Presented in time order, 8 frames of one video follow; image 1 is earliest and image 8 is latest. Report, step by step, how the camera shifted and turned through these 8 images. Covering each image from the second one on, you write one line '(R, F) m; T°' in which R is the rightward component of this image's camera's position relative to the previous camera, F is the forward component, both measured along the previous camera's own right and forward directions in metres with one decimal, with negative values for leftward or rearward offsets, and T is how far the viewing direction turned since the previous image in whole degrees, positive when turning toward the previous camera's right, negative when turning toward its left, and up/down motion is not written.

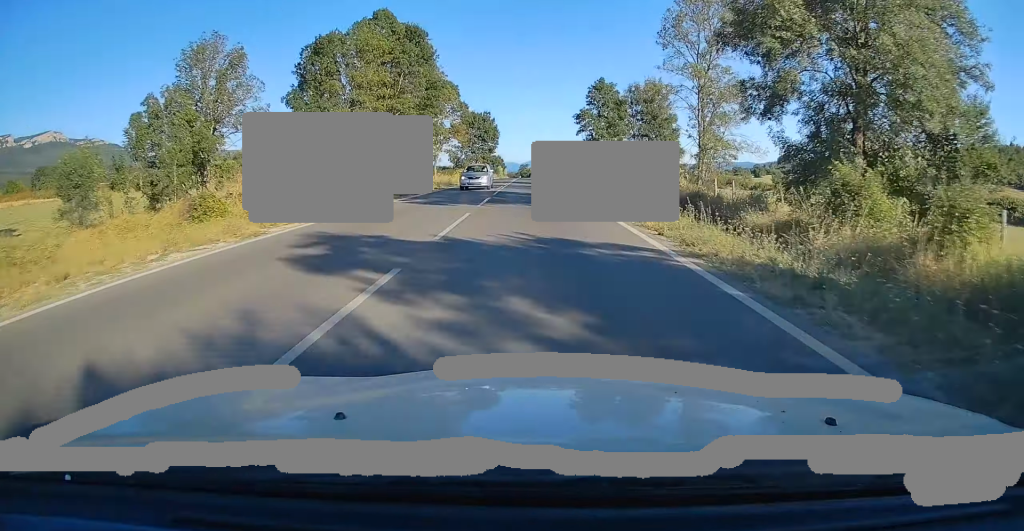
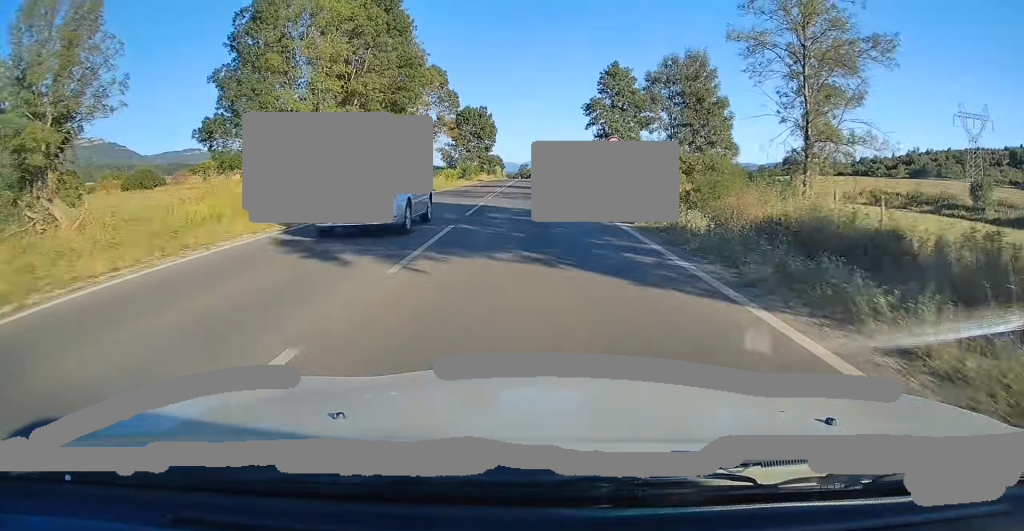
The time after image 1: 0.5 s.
(0.0, +12.3) m; 0°
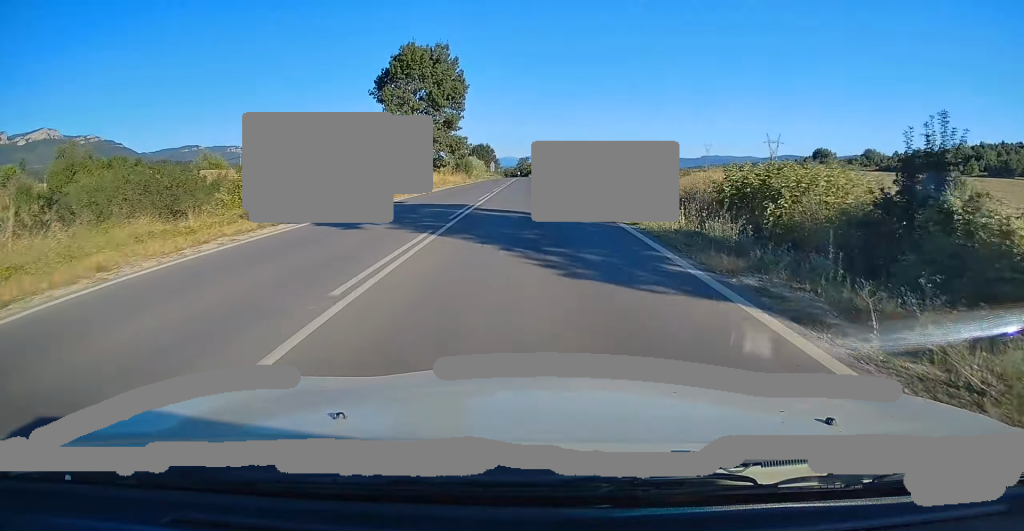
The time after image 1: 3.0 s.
(+0.1, +63.0) m; 0°
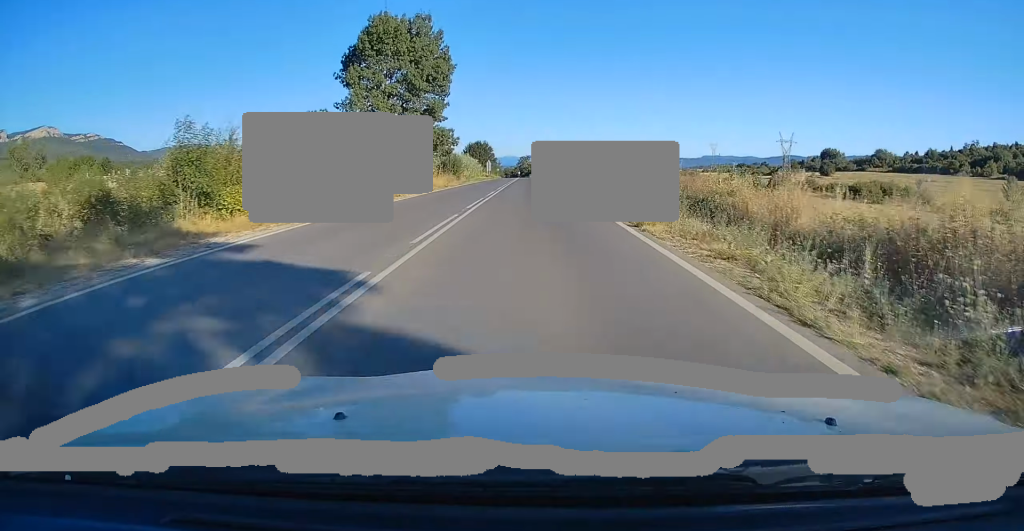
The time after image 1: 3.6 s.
(+0.1, +13.3) m; 0°
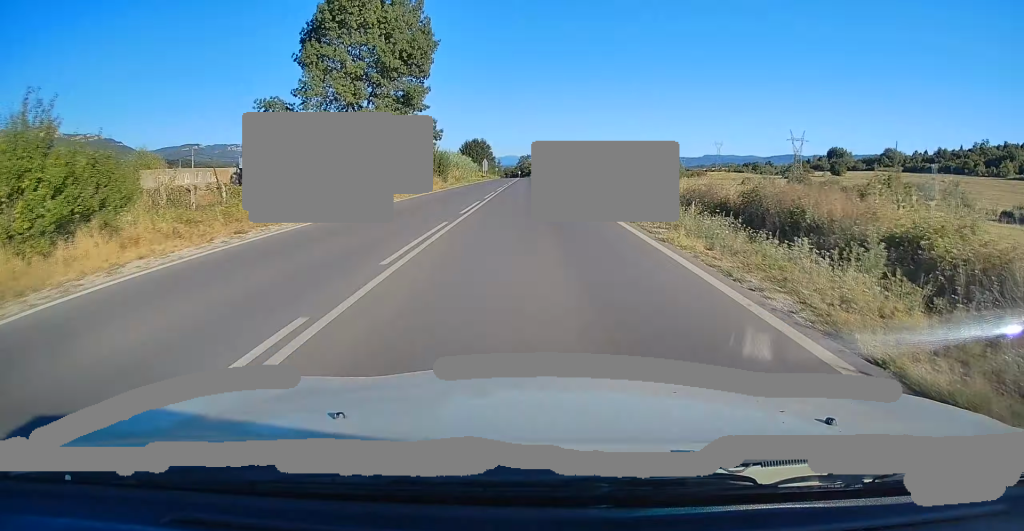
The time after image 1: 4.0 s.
(+0.1, +10.9) m; 0°
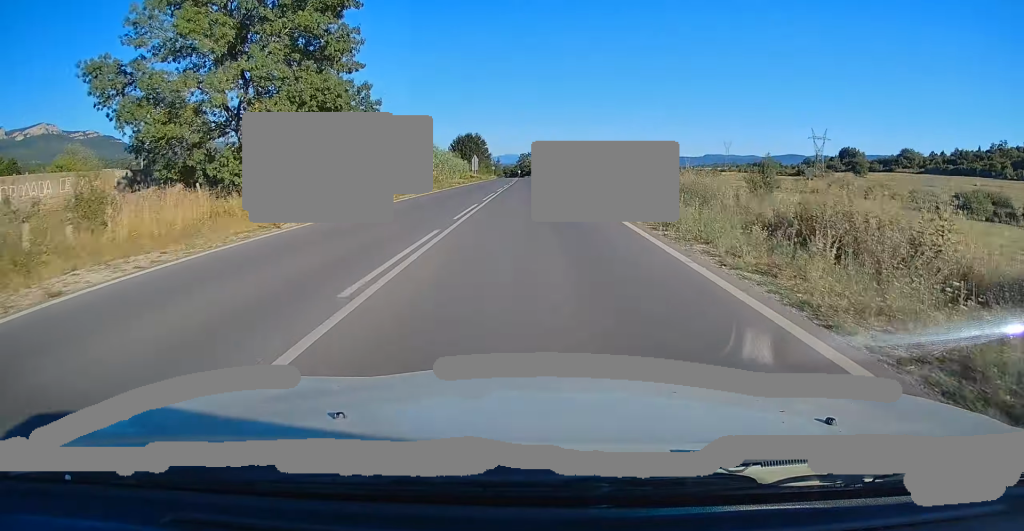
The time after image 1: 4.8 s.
(-0.2, +19.3) m; 0°
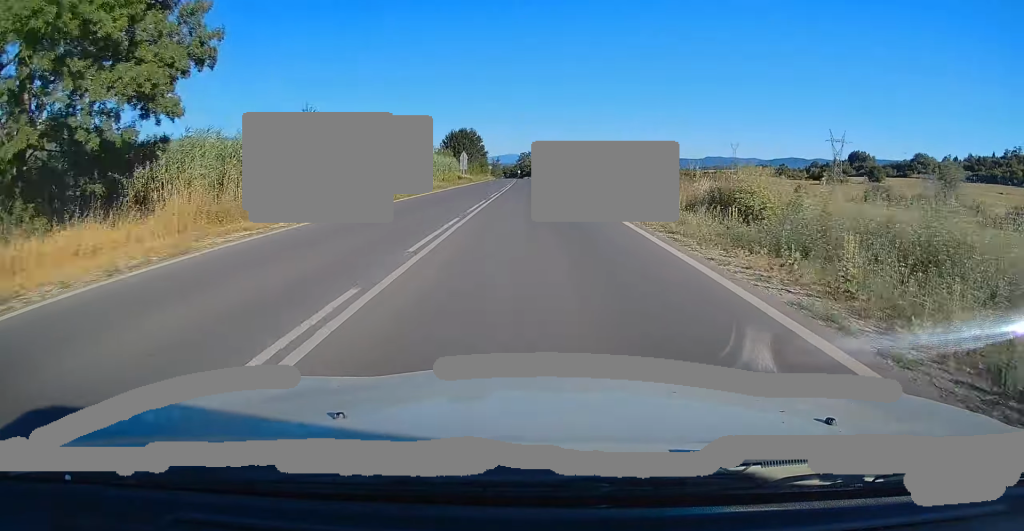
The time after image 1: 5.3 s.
(-0.1, +14.3) m; 0°
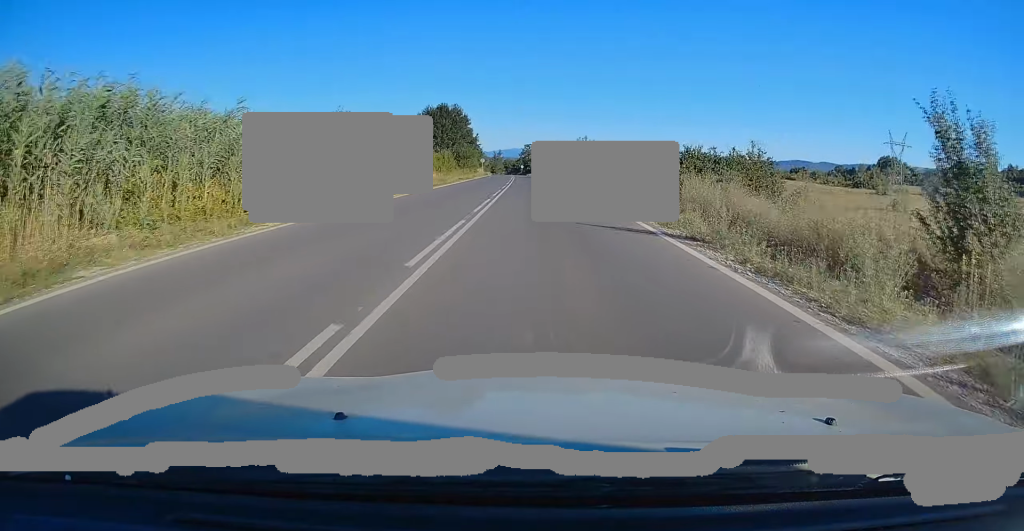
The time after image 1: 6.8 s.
(+0.3, +36.4) m; 0°
